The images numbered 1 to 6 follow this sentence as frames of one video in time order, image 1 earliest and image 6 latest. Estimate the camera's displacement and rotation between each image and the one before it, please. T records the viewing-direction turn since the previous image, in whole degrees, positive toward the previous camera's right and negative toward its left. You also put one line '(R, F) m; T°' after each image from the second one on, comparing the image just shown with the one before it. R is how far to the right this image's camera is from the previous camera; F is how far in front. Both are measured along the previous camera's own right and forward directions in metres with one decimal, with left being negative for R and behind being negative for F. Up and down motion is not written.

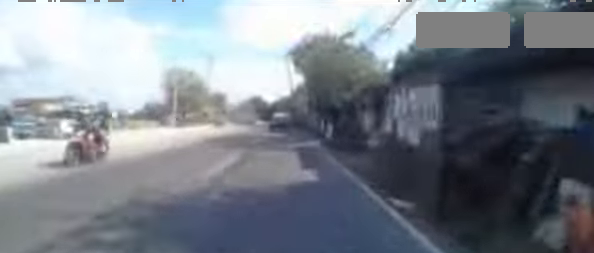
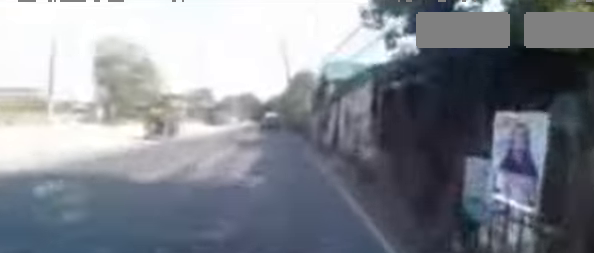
(+0.4, +16.9) m; +2°
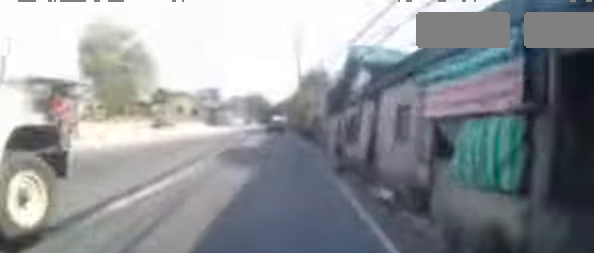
(0.0, +4.0) m; 0°
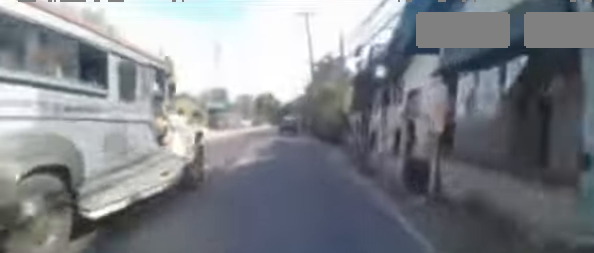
(-0.1, +6.8) m; 0°
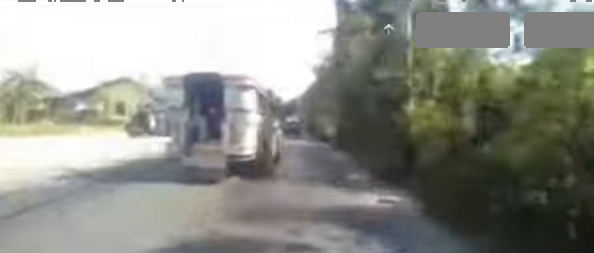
(0.0, +17.9) m; -3°
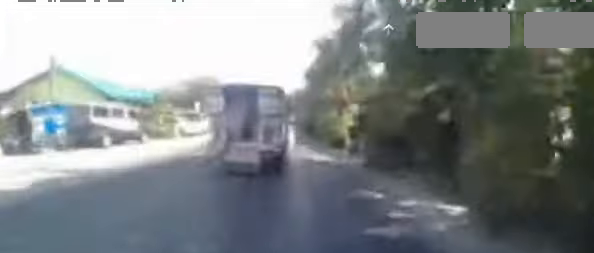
(-0.4, +8.2) m; -2°
